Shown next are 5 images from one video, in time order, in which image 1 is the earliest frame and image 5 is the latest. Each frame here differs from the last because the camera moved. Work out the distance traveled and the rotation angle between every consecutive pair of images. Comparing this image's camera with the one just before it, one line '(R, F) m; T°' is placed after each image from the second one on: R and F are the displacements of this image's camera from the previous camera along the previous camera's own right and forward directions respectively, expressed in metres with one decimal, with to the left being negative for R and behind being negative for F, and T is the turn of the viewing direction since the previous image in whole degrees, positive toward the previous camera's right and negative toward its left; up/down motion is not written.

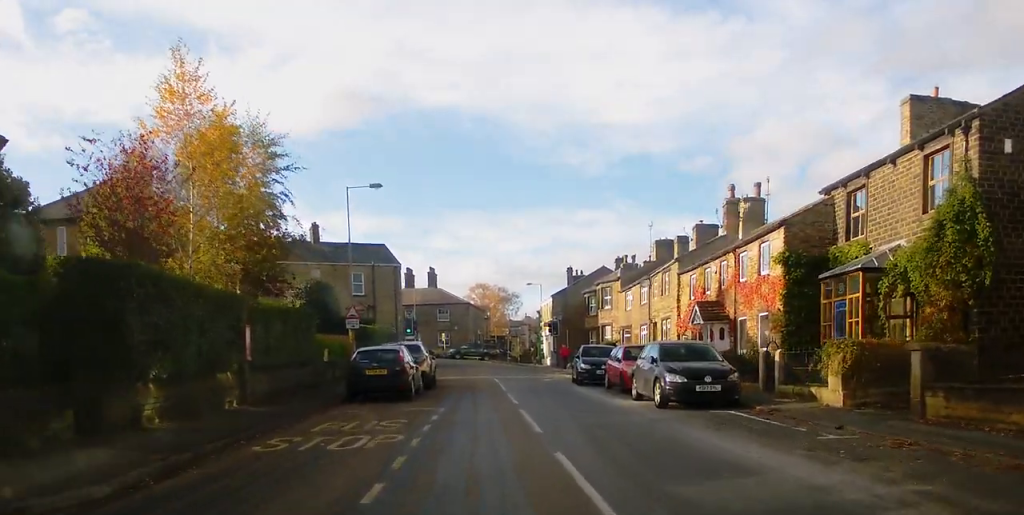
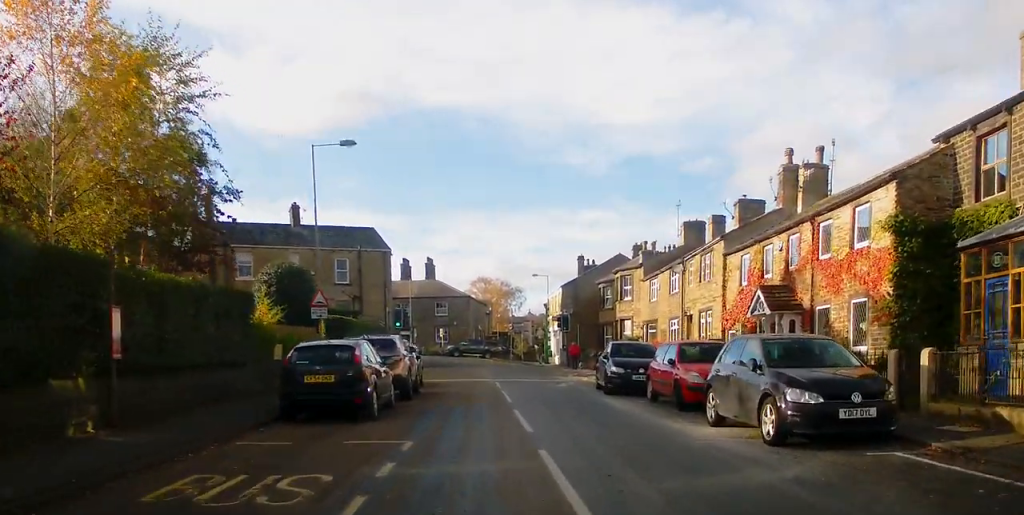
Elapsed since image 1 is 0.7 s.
(-0.3, +6.5) m; 0°
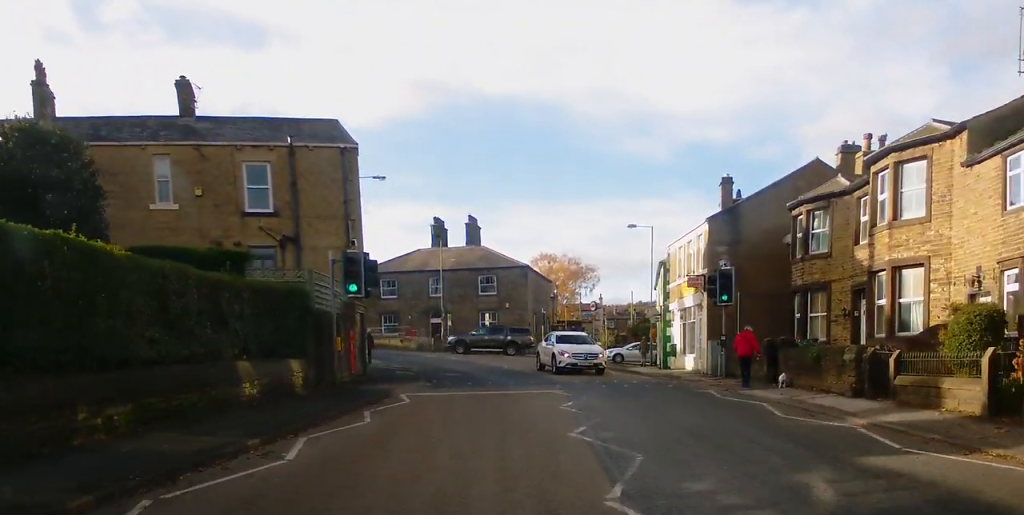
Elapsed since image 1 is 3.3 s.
(+0.5, +26.9) m; -2°
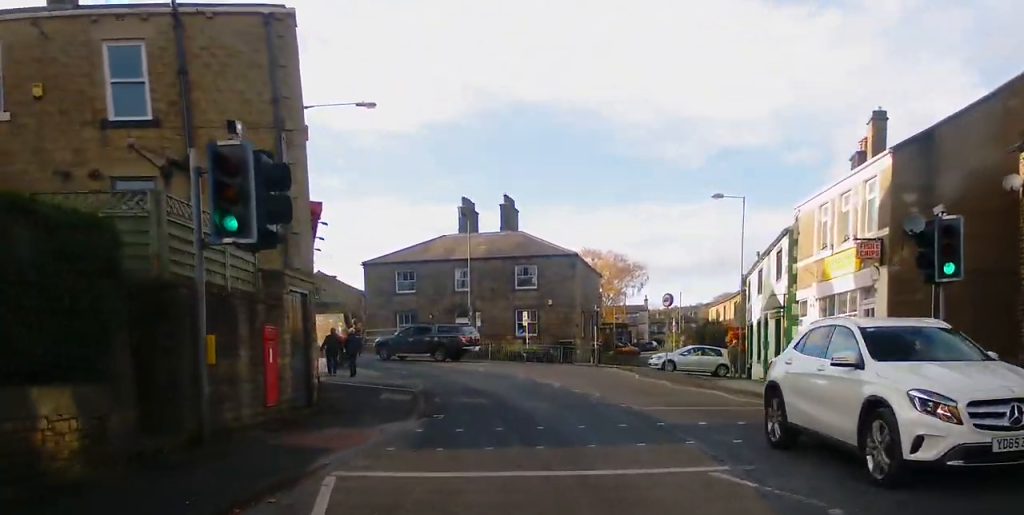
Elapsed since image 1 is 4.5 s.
(-0.2, +11.7) m; -1°
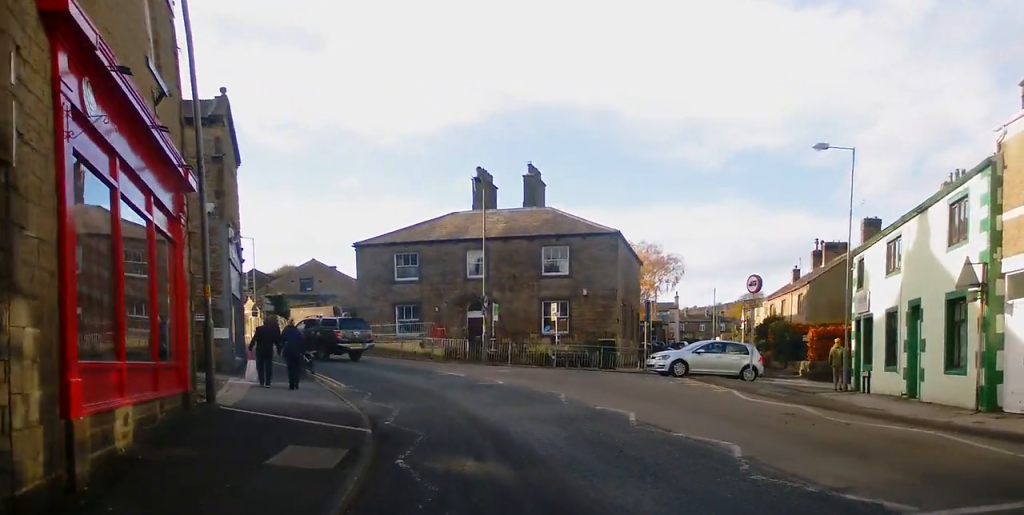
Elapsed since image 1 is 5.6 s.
(0.0, +10.3) m; 0°
